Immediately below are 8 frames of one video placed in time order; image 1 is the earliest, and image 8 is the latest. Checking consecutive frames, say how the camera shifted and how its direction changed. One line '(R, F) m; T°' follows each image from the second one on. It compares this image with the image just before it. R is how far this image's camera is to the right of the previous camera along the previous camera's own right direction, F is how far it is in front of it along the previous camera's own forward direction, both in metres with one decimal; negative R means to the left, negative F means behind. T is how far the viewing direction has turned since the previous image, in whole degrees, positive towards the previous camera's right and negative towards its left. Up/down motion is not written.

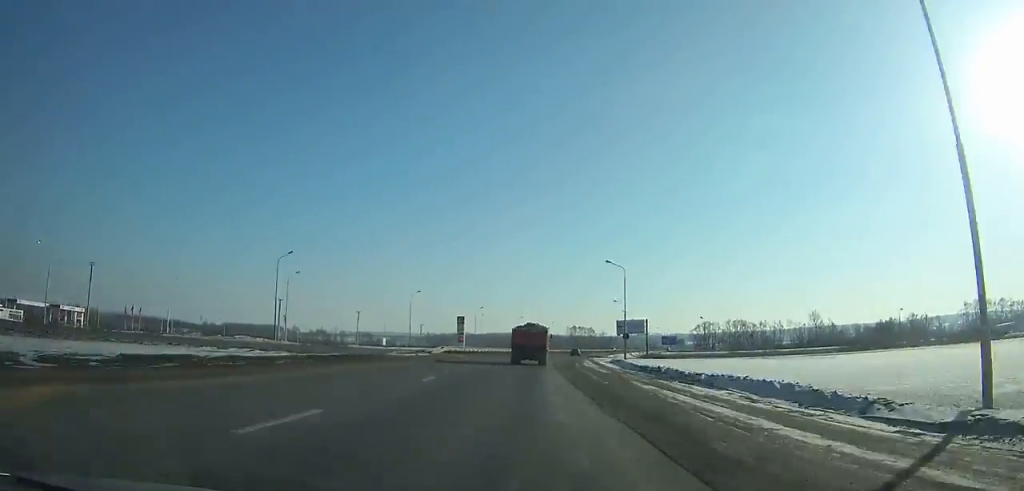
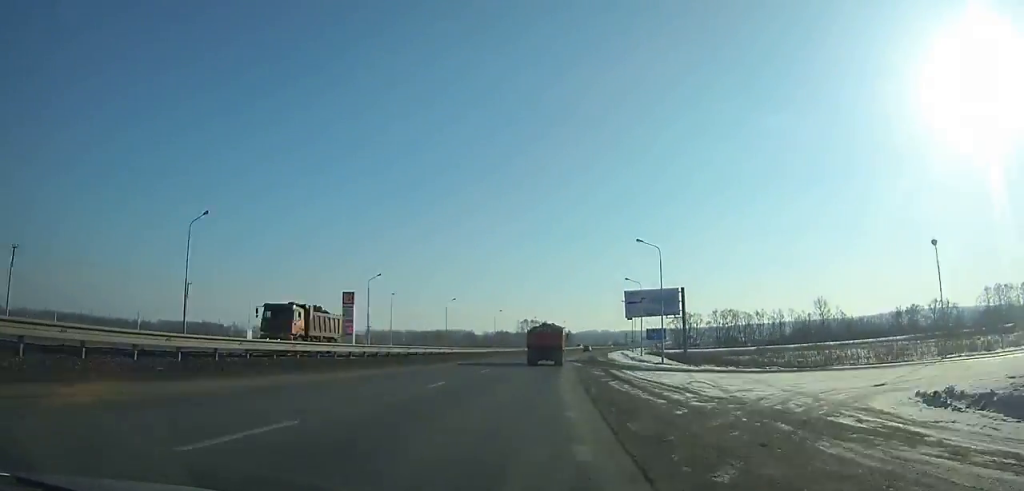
(+2.2, +61.9) m; +5°
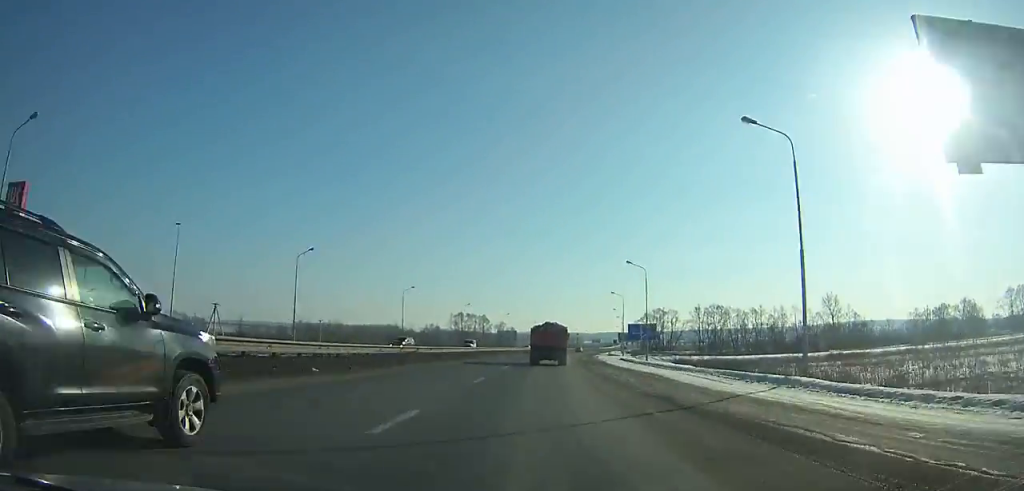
(+2.8, +57.8) m; +5°
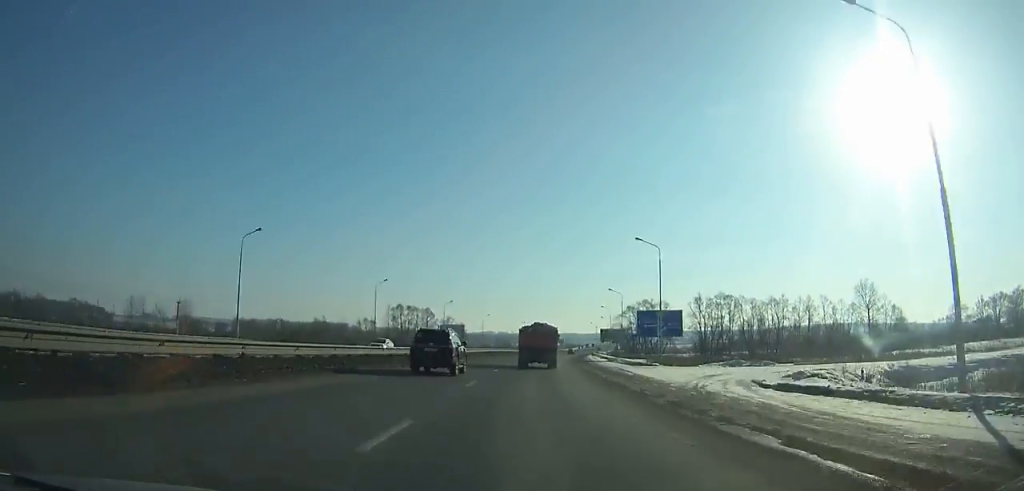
(+2.0, +49.5) m; +4°
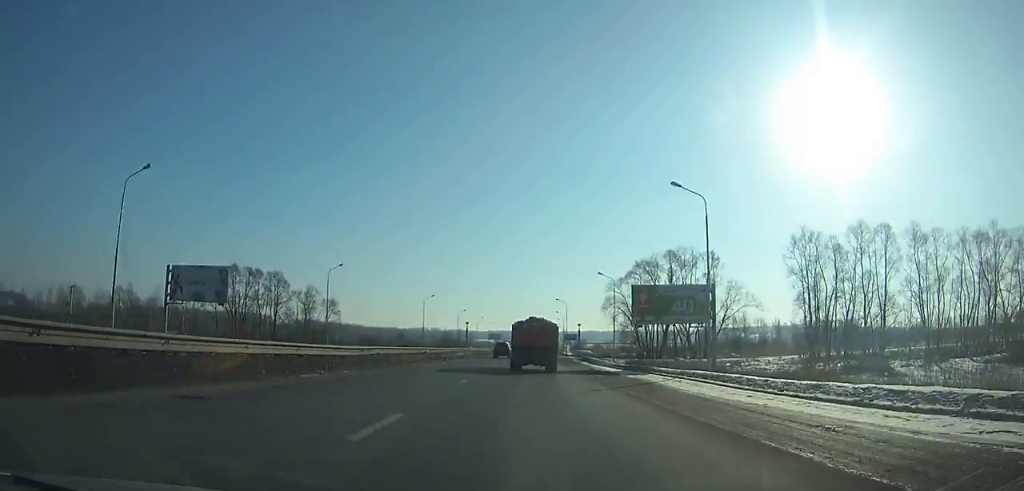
(+4.9, +94.4) m; +5°
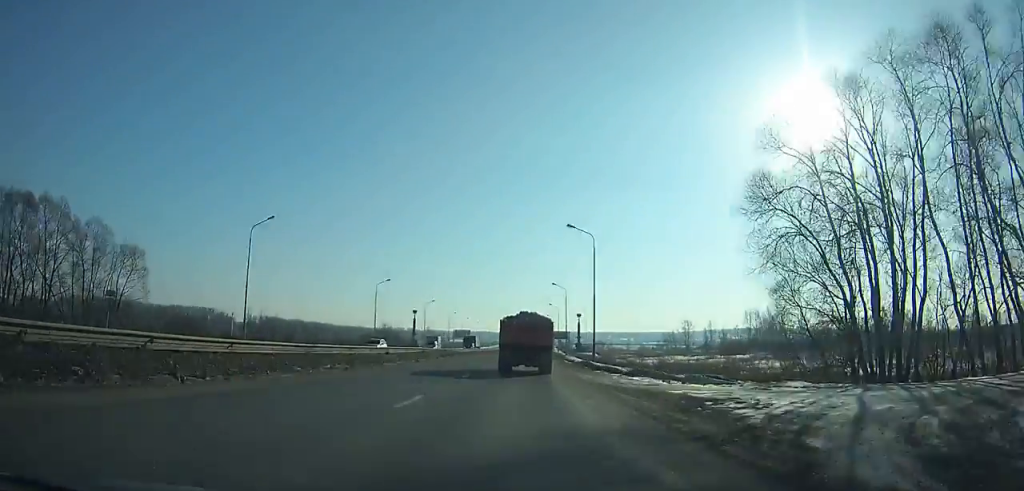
(+1.4, +66.7) m; +2°
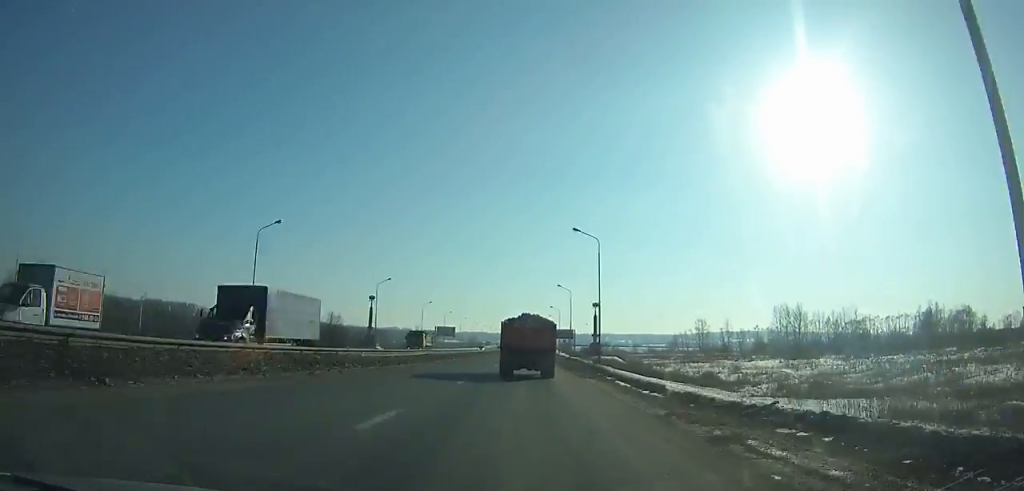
(+0.2, +39.3) m; 0°
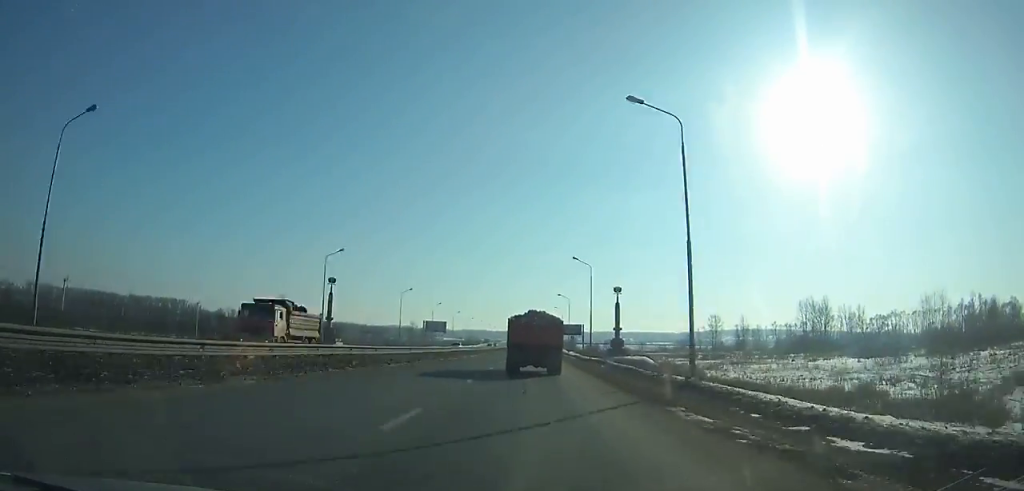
(0.0, +23.9) m; 0°
